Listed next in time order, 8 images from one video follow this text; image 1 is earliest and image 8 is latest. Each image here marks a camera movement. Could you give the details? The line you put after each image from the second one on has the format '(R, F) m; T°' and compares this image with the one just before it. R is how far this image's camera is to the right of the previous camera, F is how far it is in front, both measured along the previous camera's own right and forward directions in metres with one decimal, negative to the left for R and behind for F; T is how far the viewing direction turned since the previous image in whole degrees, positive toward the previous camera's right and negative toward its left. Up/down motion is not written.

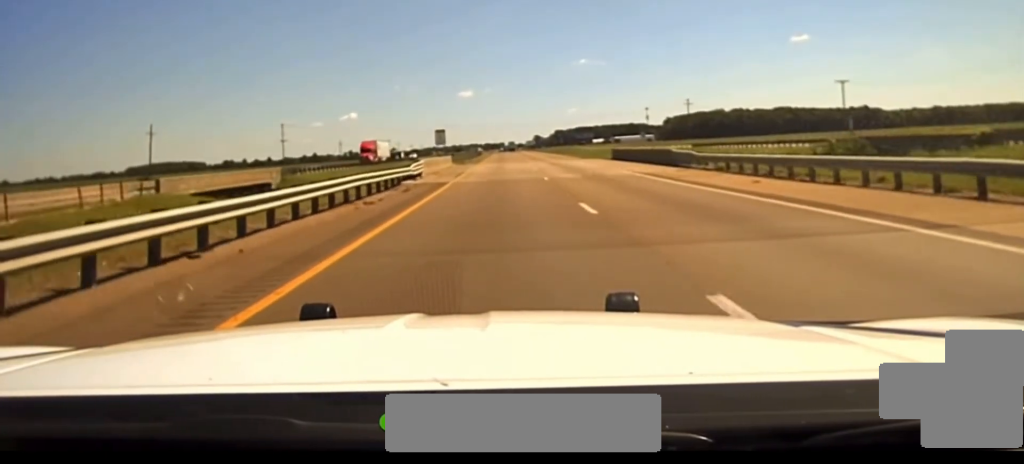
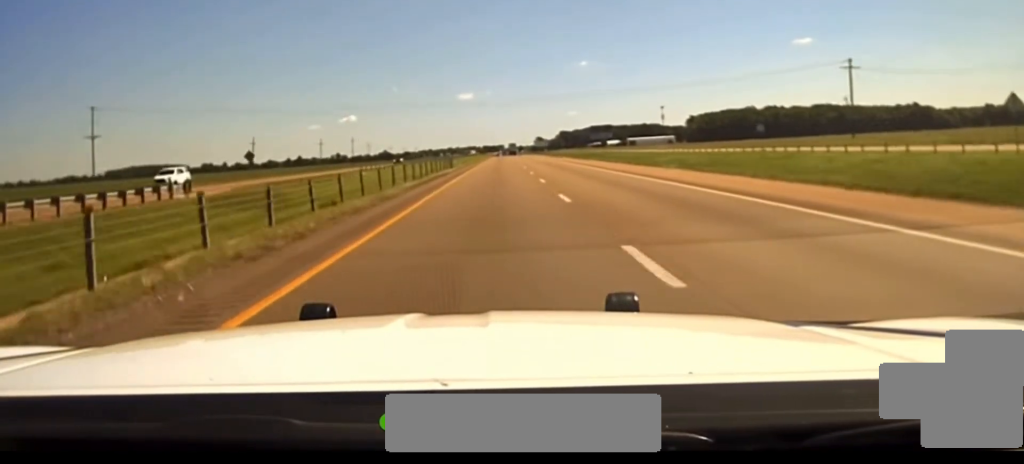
(+0.5, +126.0) m; 0°
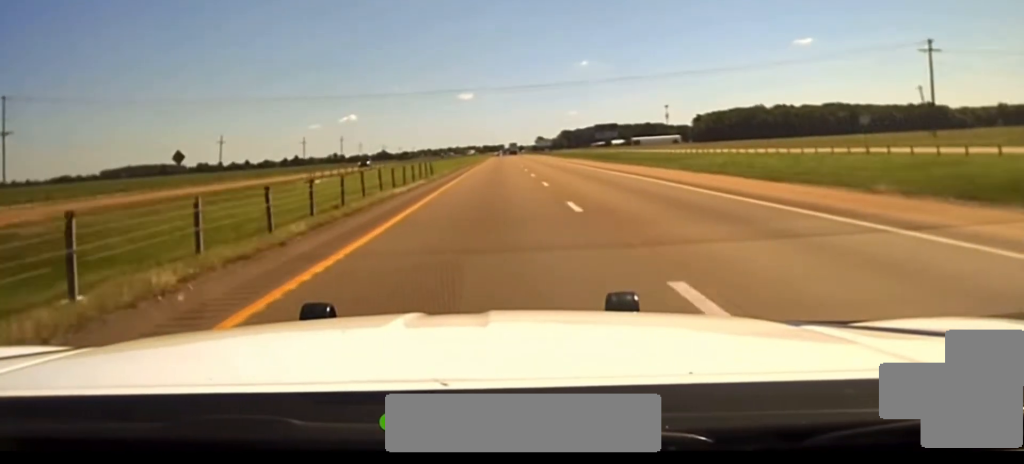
(0.0, +27.0) m; 0°
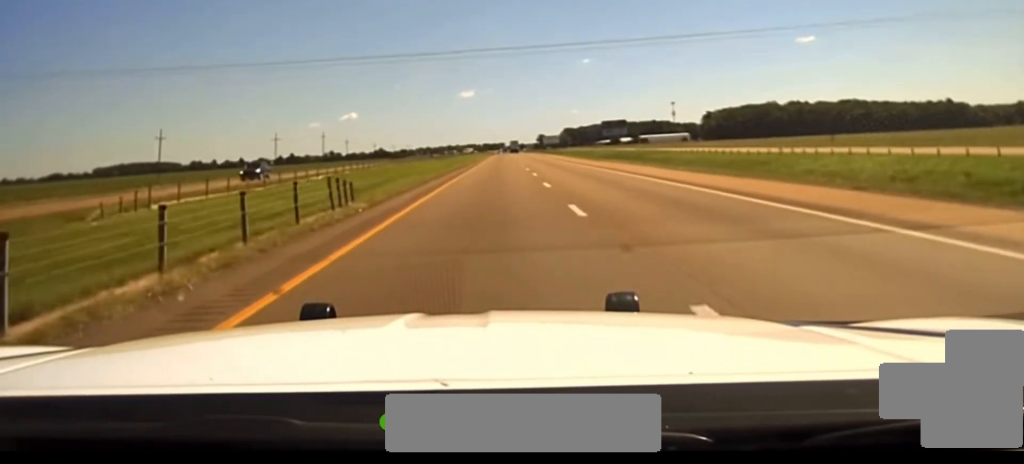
(-0.1, +36.9) m; 0°
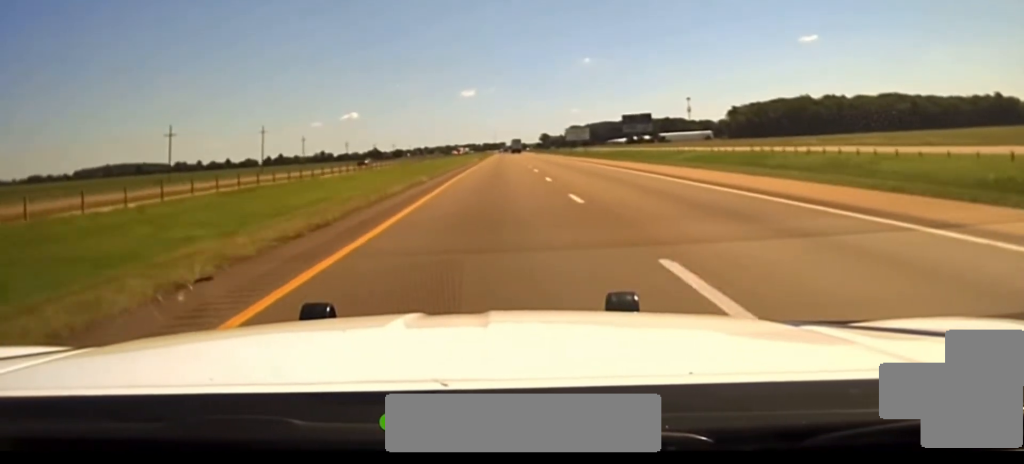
(-0.1, +78.5) m; 0°
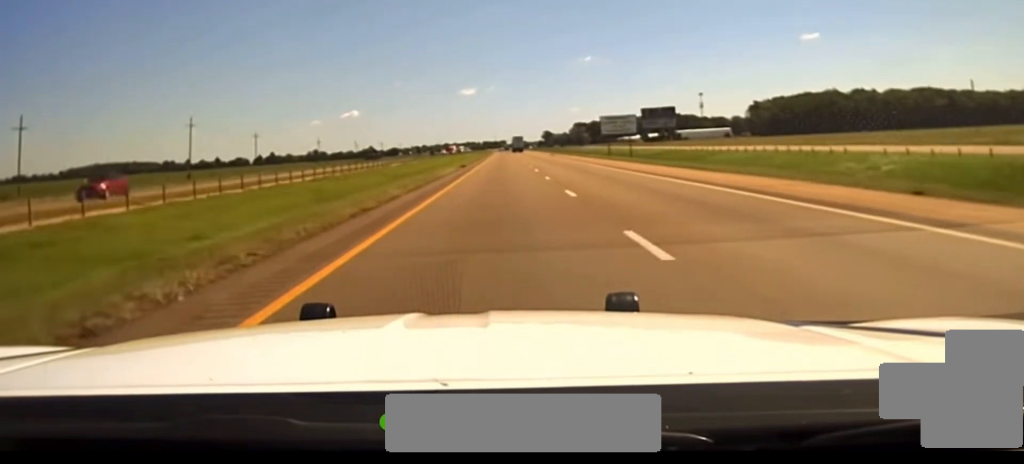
(+0.2, +53.2) m; 0°
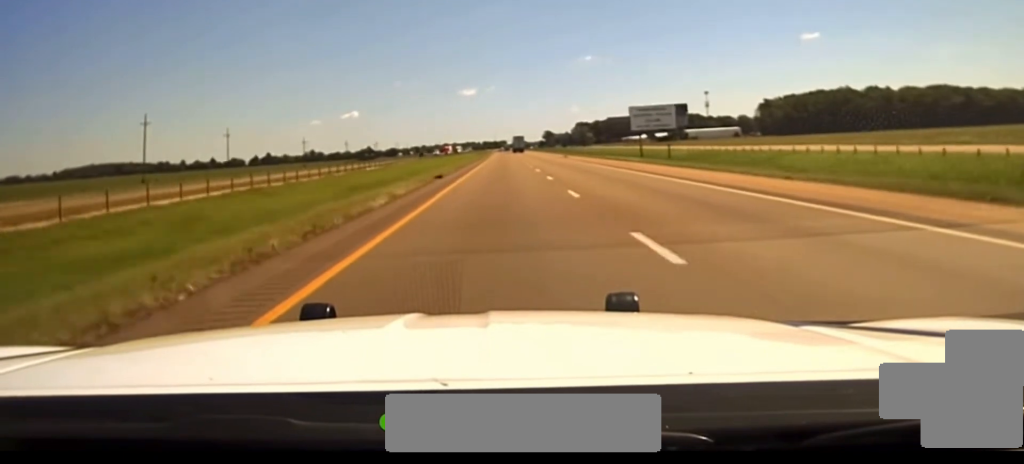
(0.0, +26.8) m; 0°
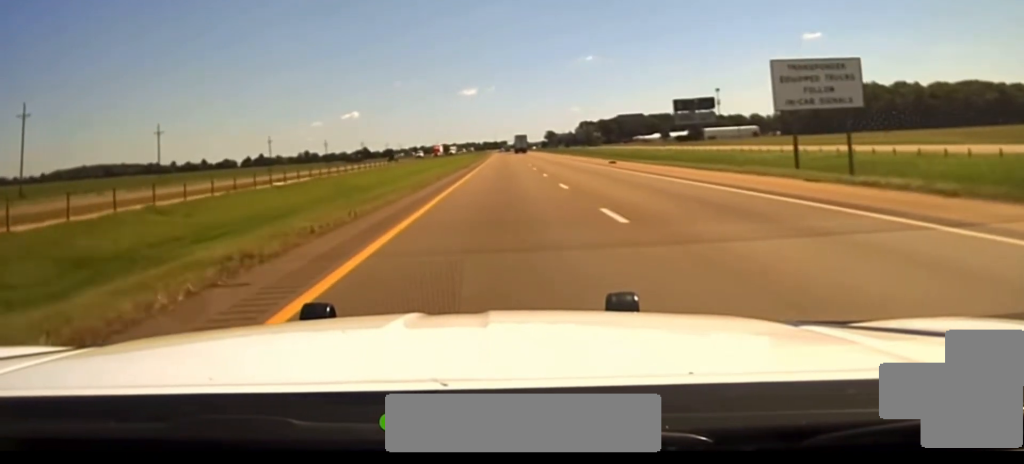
(0.0, +48.1) m; 0°
